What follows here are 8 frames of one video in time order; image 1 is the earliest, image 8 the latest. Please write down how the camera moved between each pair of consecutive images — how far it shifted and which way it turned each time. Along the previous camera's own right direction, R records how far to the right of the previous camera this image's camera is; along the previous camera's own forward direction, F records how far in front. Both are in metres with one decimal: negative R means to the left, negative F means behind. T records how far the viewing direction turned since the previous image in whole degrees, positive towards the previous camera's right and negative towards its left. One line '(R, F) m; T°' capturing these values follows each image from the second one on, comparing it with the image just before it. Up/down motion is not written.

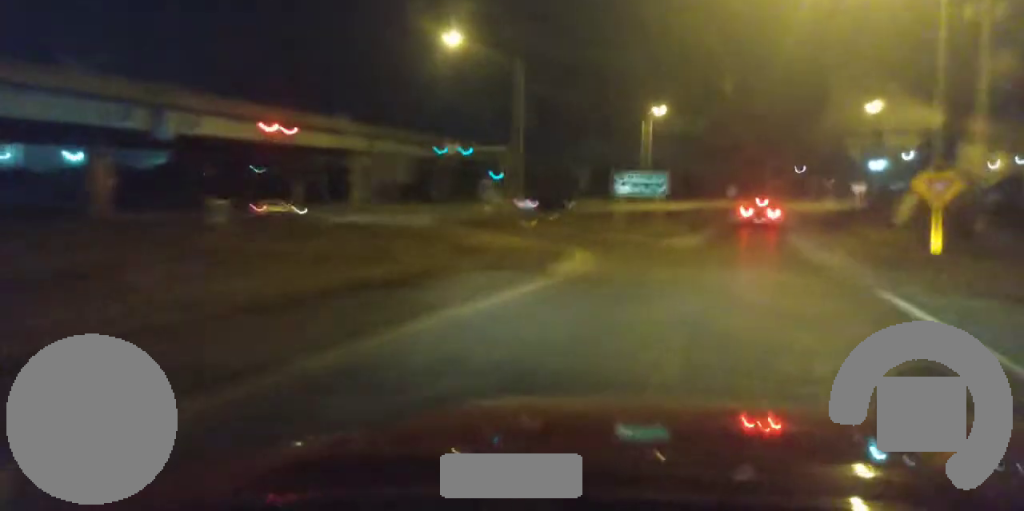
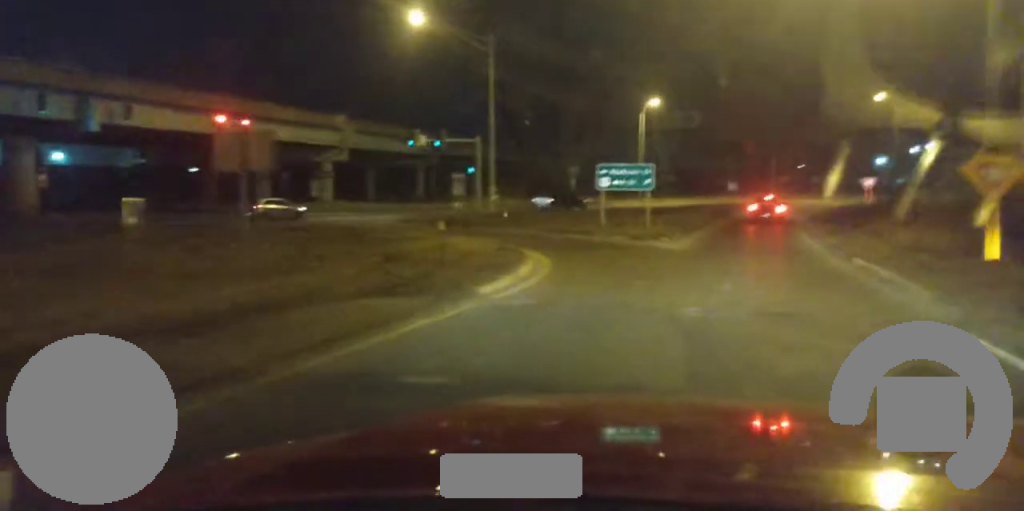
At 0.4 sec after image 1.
(+0.2, +6.1) m; 0°
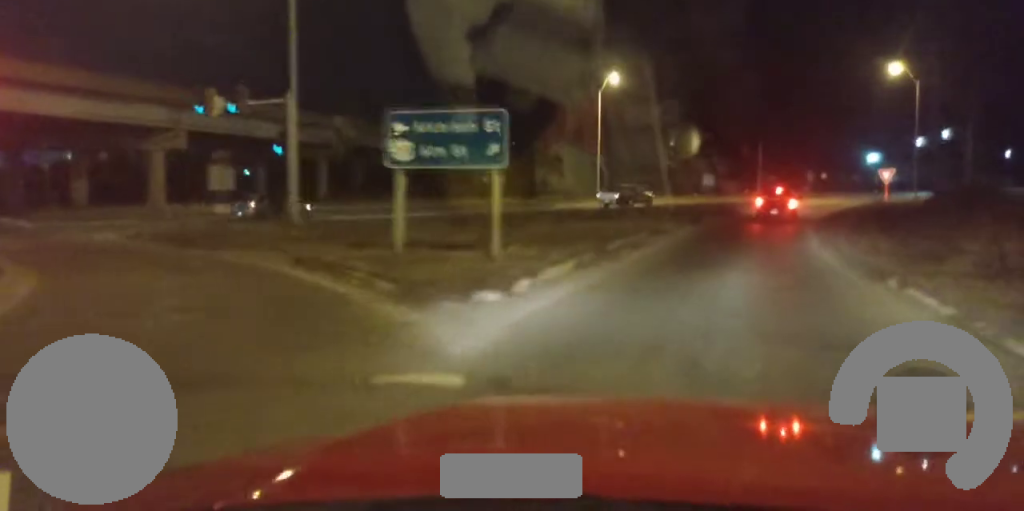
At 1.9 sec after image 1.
(-0.4, +21.7) m; -1°
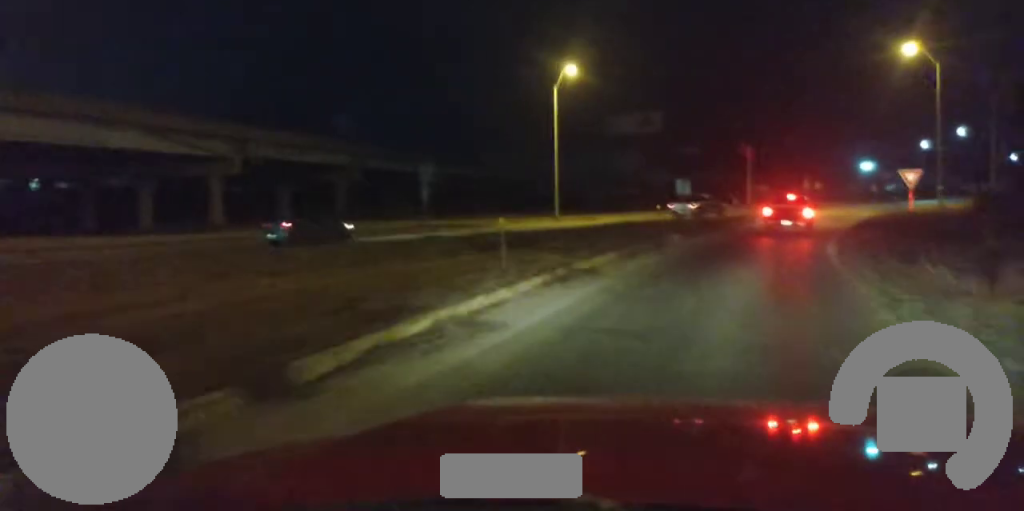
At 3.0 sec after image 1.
(+0.1, +15.1) m; +2°
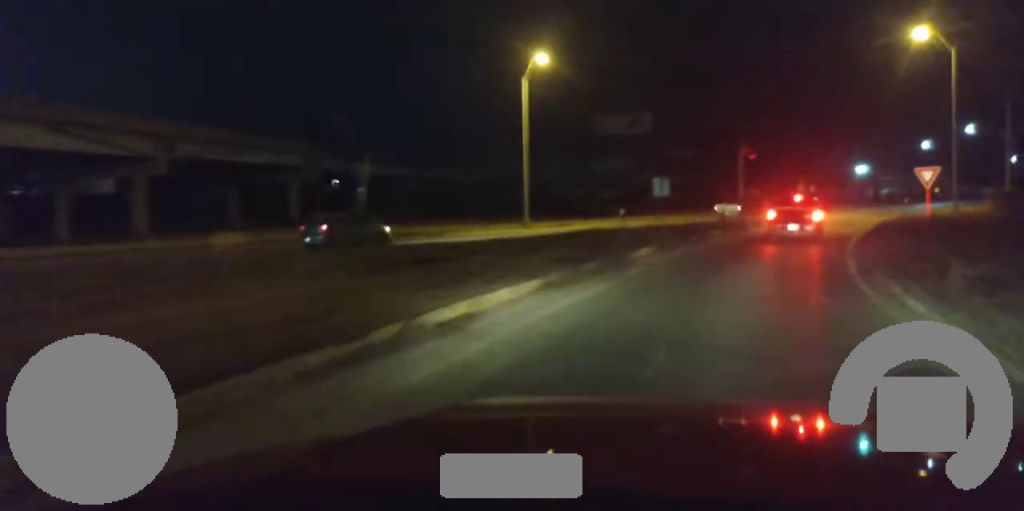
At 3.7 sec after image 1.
(-0.1, +7.9) m; +2°
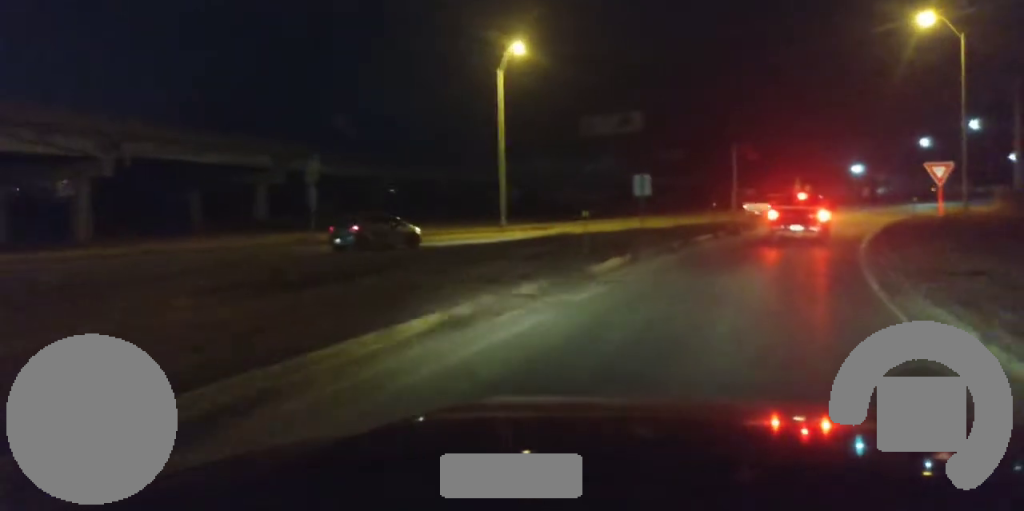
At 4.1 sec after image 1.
(+0.3, +4.6) m; +1°
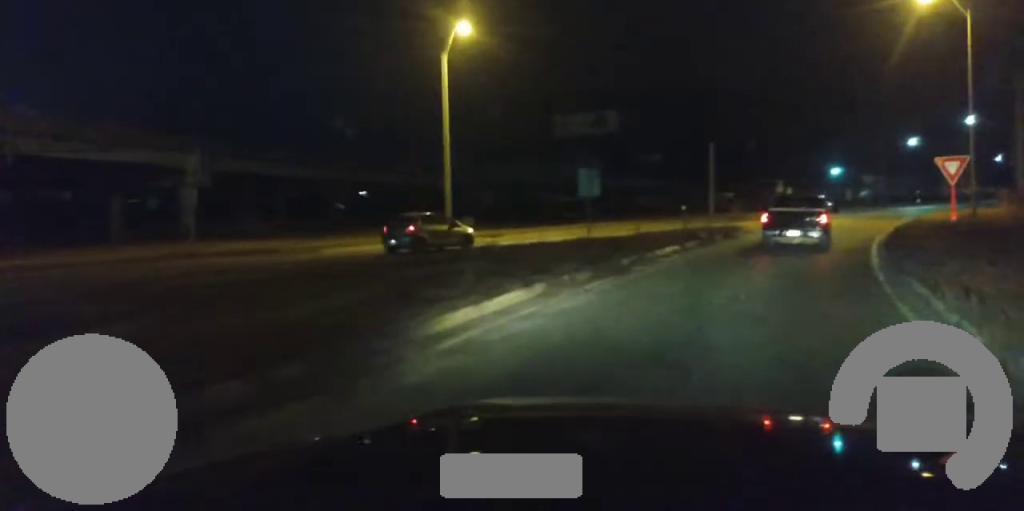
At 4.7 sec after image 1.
(+0.3, +7.3) m; 0°
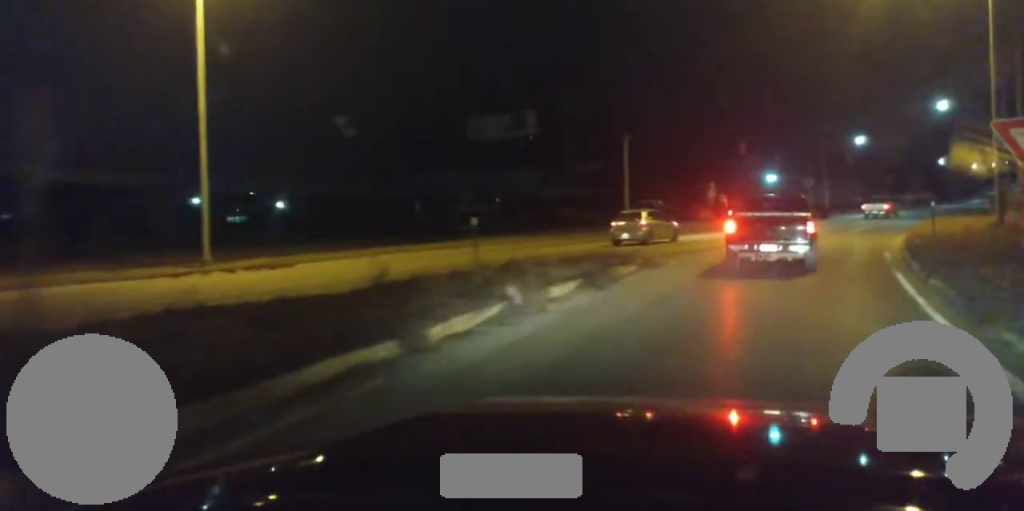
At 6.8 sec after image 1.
(-1.1, +17.9) m; -1°
